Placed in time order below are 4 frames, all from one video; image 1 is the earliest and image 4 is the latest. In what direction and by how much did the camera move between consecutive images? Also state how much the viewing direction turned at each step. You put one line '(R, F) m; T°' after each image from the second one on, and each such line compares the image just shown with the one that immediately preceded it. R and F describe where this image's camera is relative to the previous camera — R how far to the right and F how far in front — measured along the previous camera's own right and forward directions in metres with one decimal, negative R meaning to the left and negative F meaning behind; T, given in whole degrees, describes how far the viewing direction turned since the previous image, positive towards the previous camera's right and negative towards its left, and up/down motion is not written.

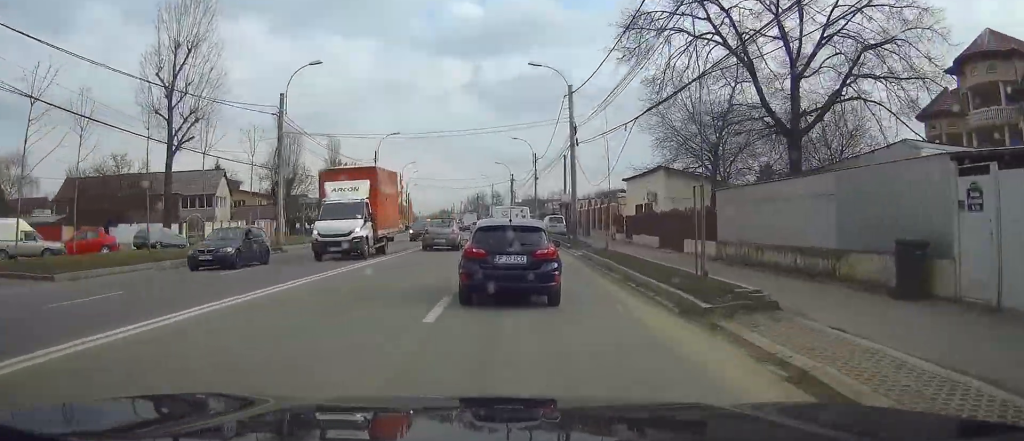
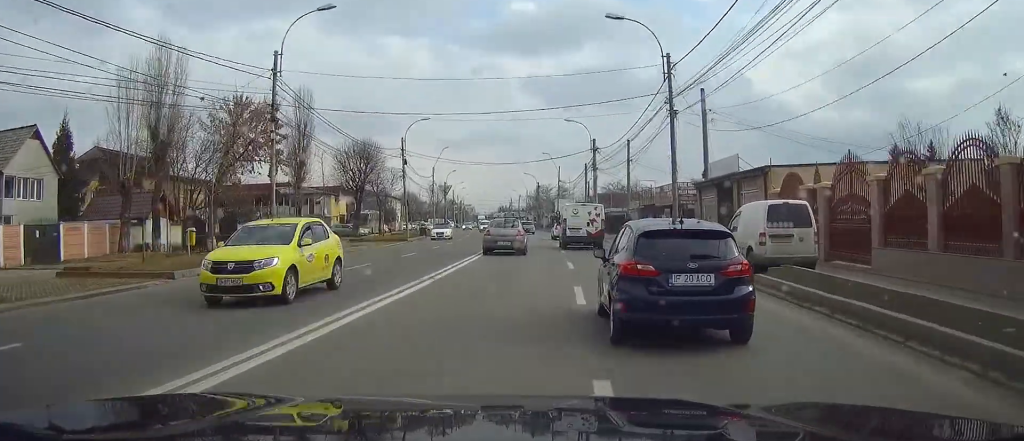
(-2.2, +43.1) m; -4°
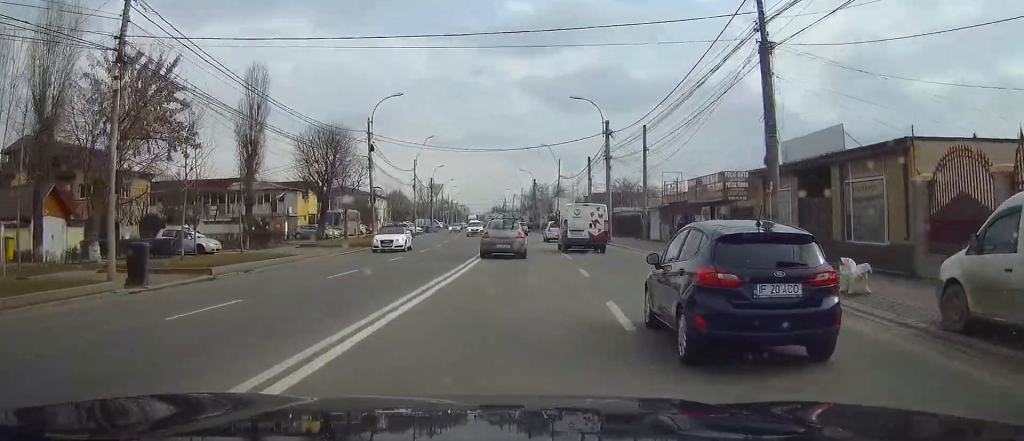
(+0.2, +11.8) m; 0°
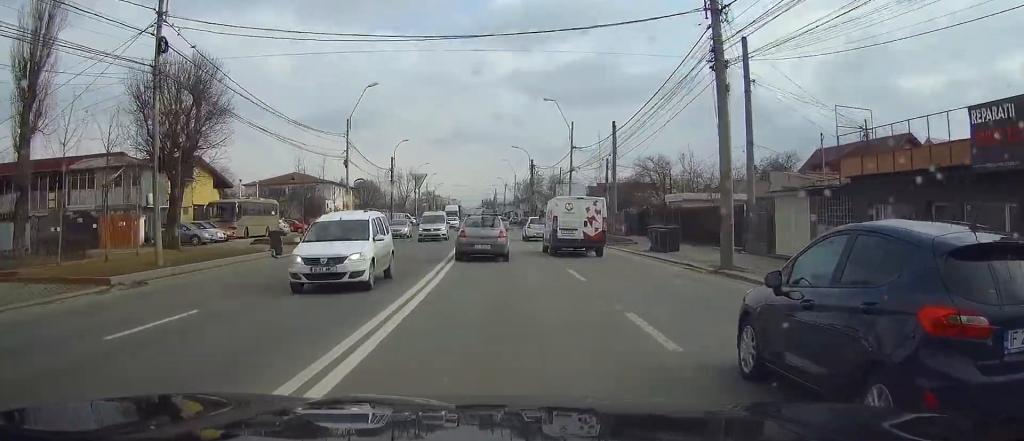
(-0.2, +28.0) m; -1°
